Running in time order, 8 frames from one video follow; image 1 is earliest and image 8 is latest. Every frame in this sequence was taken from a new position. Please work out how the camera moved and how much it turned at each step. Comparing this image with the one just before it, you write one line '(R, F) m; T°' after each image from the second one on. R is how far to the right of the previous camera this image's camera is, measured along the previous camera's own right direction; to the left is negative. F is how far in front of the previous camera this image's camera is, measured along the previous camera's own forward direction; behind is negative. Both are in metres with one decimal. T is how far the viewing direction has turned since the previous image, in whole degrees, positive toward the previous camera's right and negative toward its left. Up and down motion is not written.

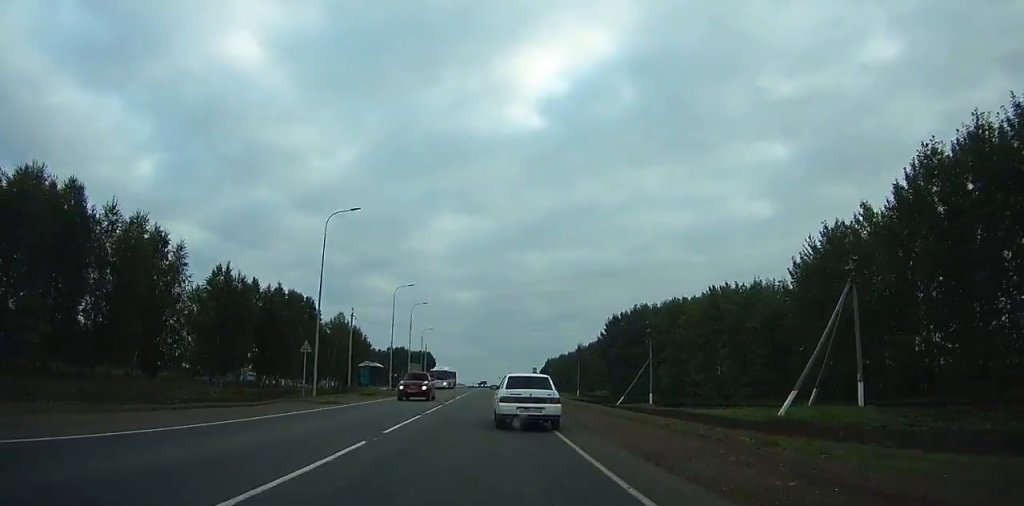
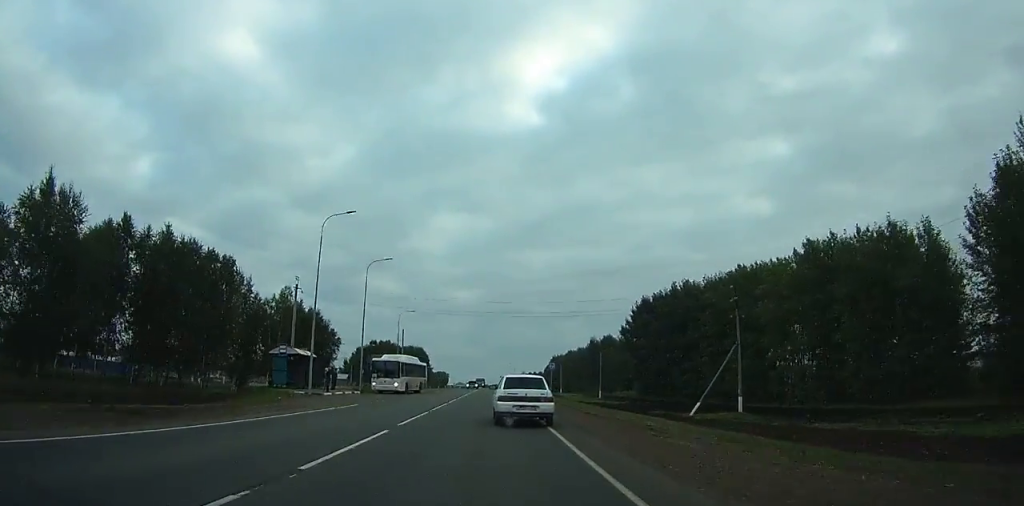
(+0.1, +32.4) m; 0°
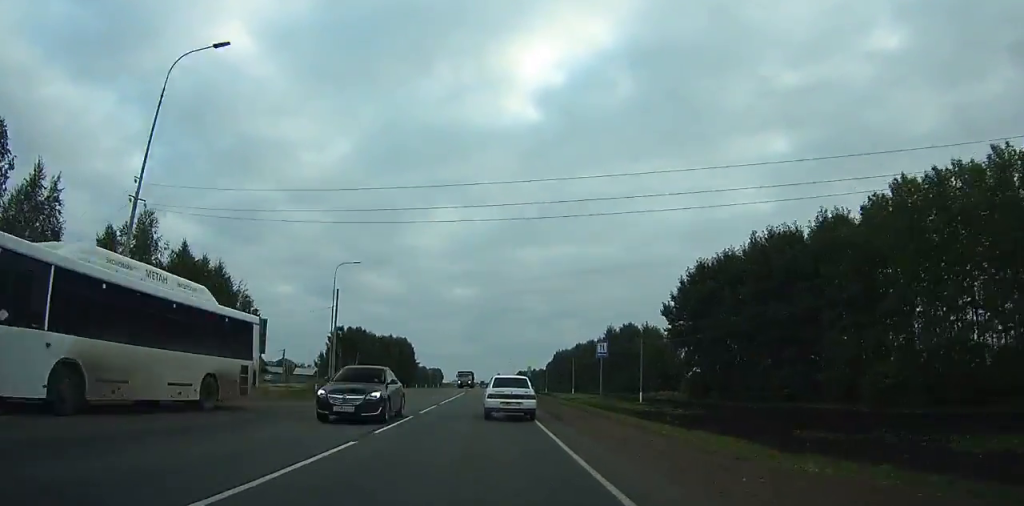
(+0.1, +34.9) m; 0°
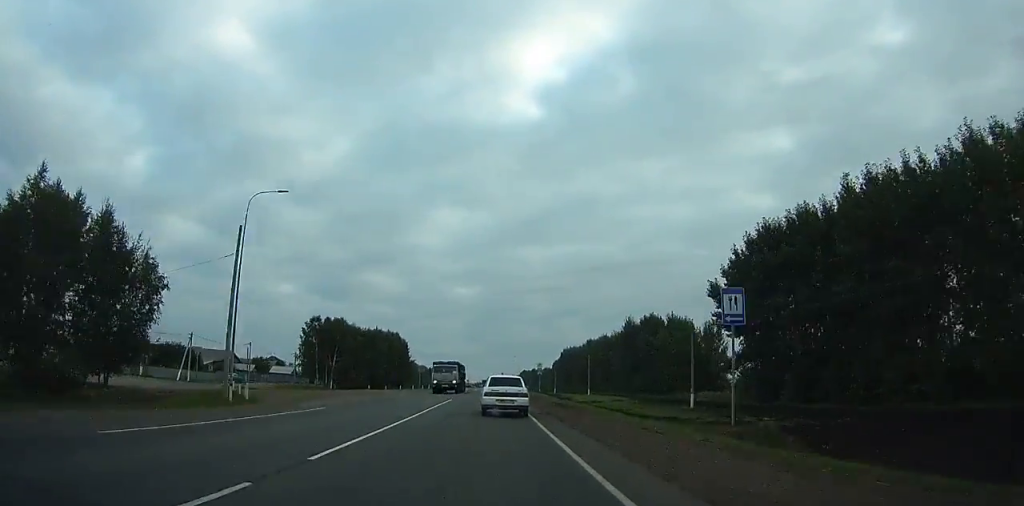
(+0.1, +19.9) m; 0°
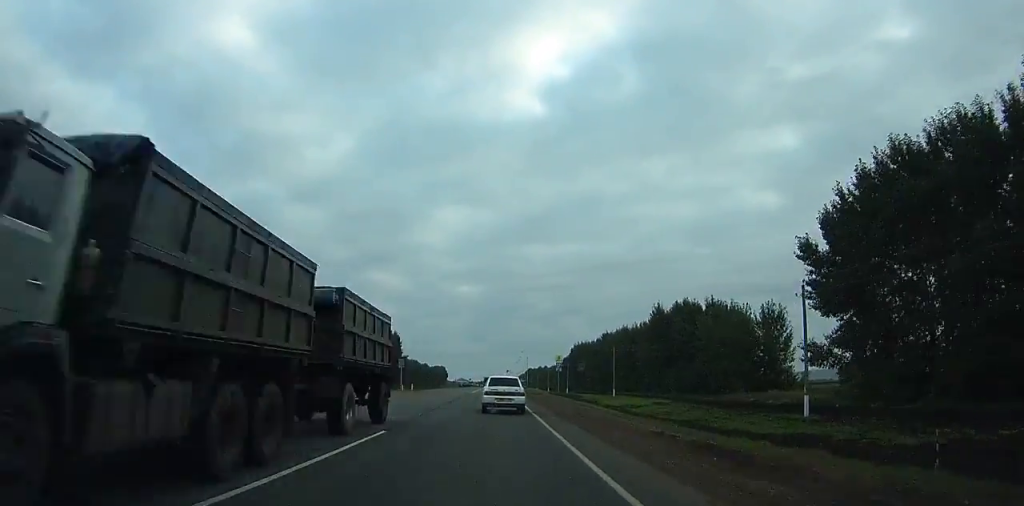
(0.0, +22.0) m; 0°
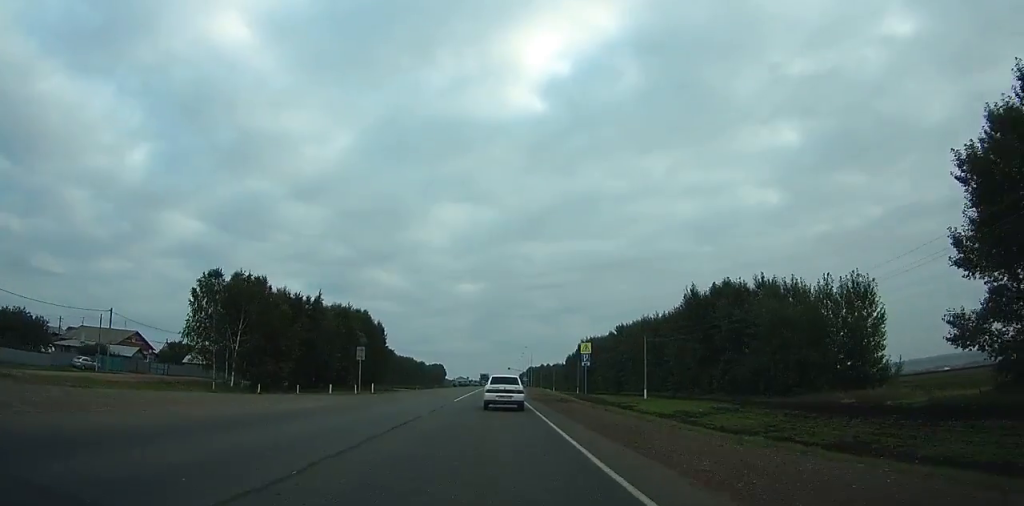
(0.0, +21.3) m; 0°
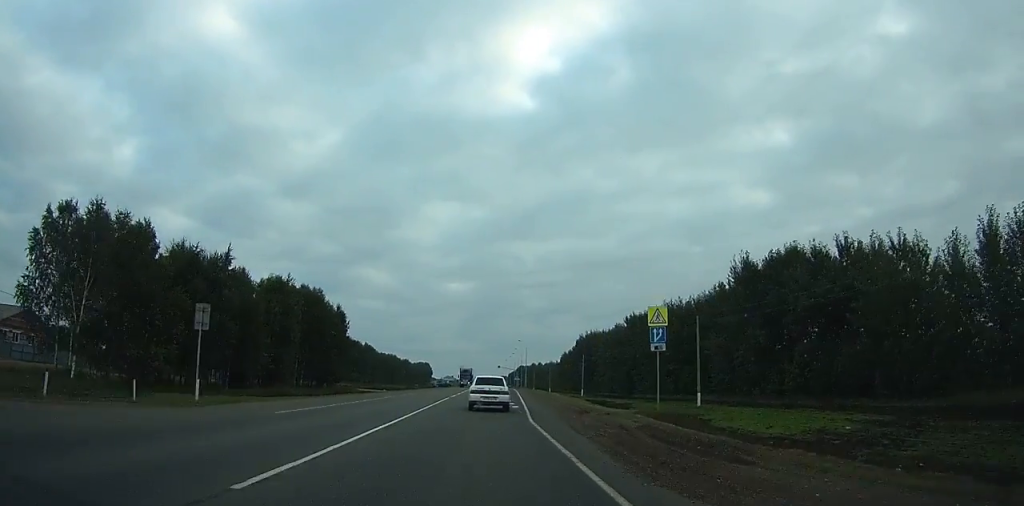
(0.0, +25.0) m; 0°
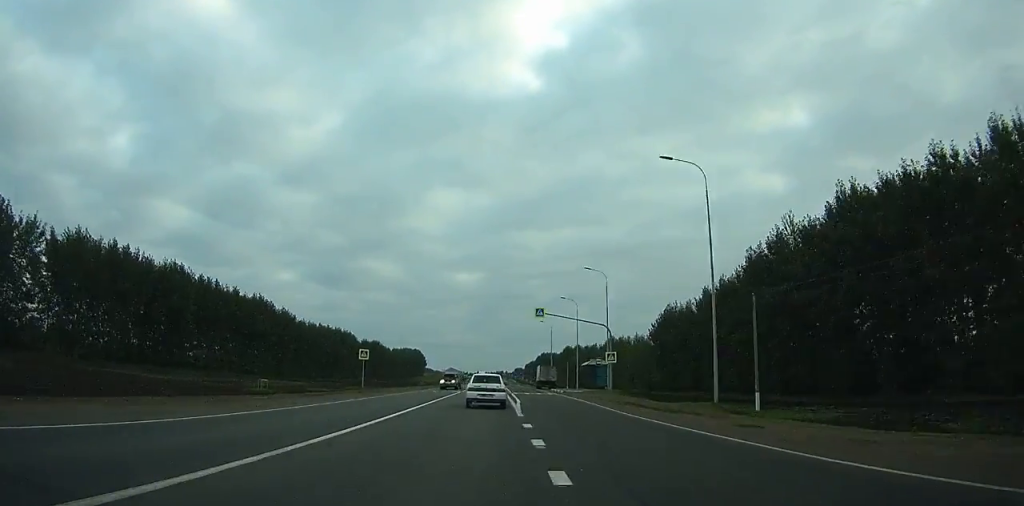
(-1.1, +144.2) m; -1°
